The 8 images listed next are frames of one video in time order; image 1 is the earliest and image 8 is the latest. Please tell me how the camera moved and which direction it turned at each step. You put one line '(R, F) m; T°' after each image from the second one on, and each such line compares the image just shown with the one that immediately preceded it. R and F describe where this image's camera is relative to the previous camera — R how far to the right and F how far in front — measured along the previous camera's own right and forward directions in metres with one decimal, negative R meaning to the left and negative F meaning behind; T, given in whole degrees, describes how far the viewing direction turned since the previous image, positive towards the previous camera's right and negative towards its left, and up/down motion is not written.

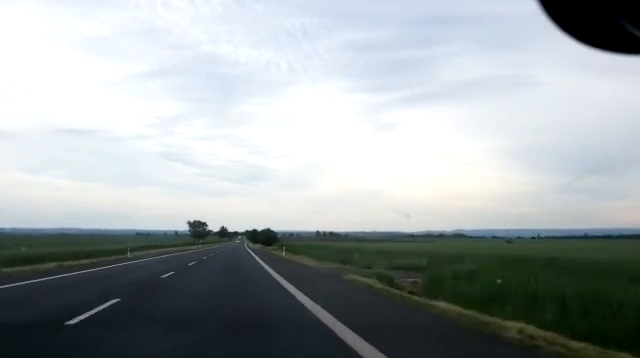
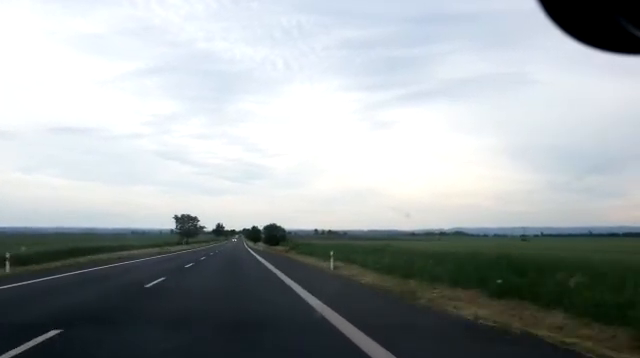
(-0.1, +21.5) m; 0°
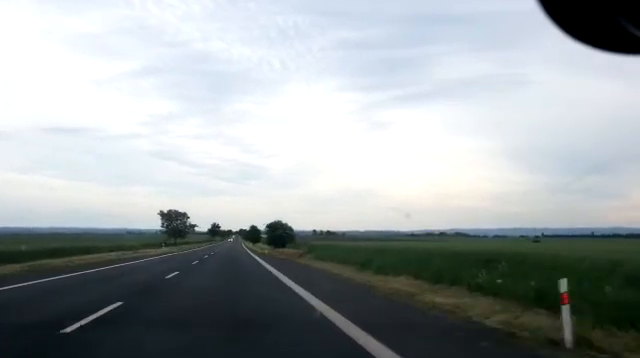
(+0.2, +15.1) m; +1°
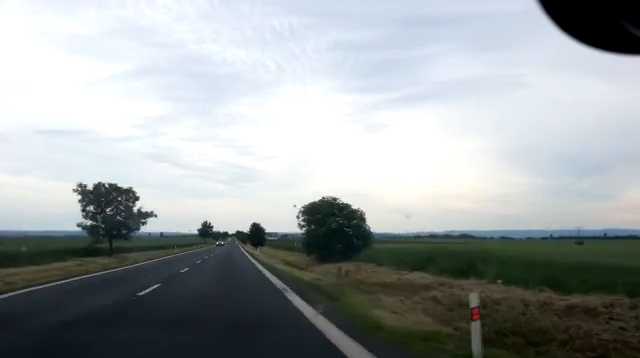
(+0.2, +40.6) m; +1°
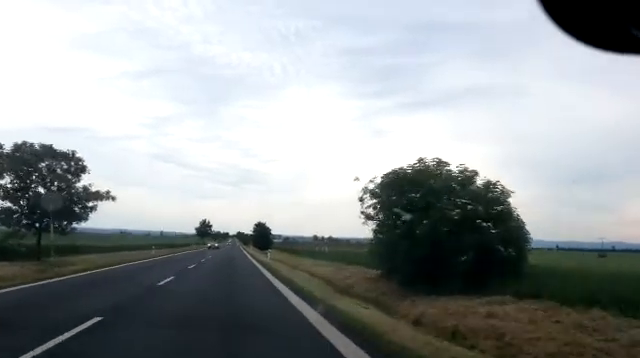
(+0.1, +15.5) m; +1°
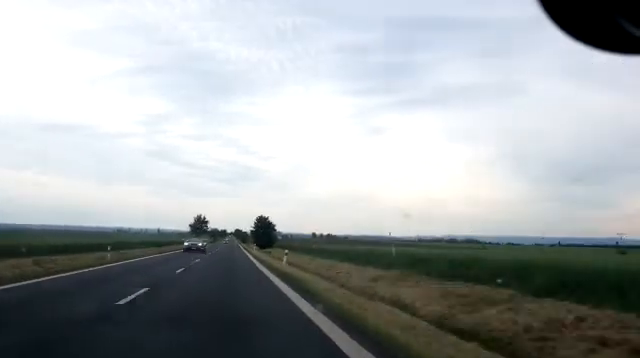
(+0.1, +13.5) m; 0°
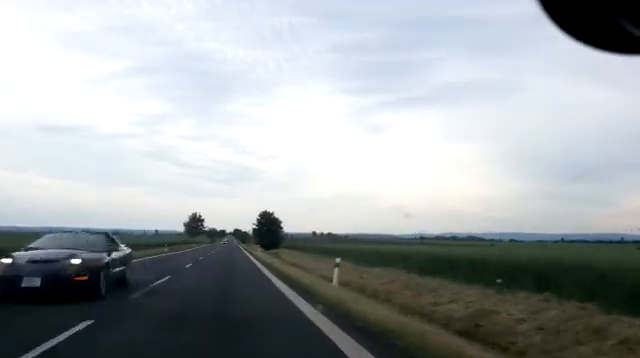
(0.0, +13.7) m; -1°
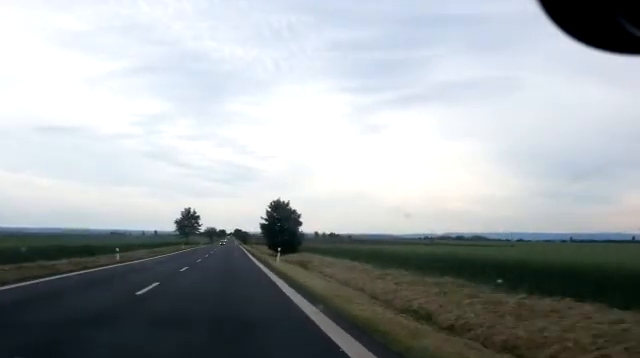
(-0.3, +20.0) m; -1°
